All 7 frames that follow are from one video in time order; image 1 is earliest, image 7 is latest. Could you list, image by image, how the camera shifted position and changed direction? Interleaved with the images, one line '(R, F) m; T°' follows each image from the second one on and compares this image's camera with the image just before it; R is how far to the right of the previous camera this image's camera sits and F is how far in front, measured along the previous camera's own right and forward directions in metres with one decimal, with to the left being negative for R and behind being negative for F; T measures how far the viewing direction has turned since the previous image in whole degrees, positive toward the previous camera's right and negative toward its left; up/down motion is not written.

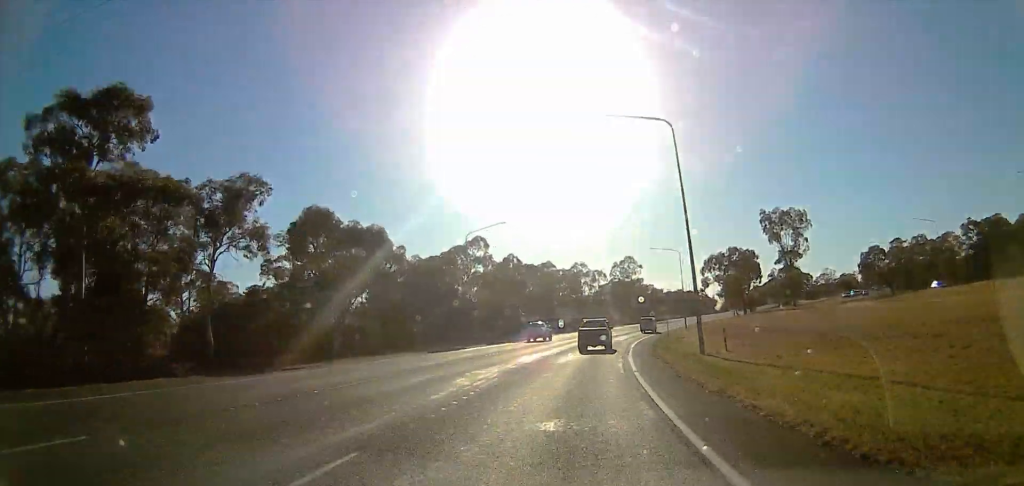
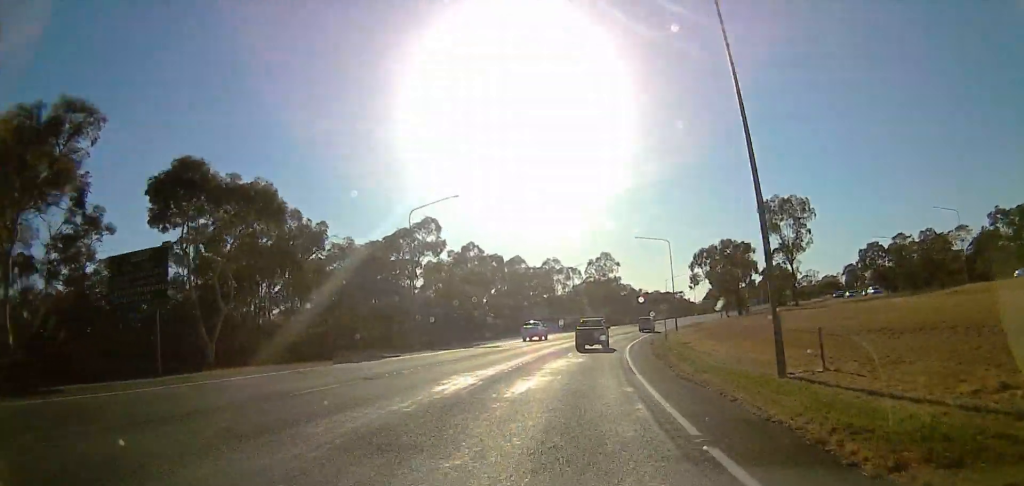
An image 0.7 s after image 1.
(+1.3, +16.7) m; +4°
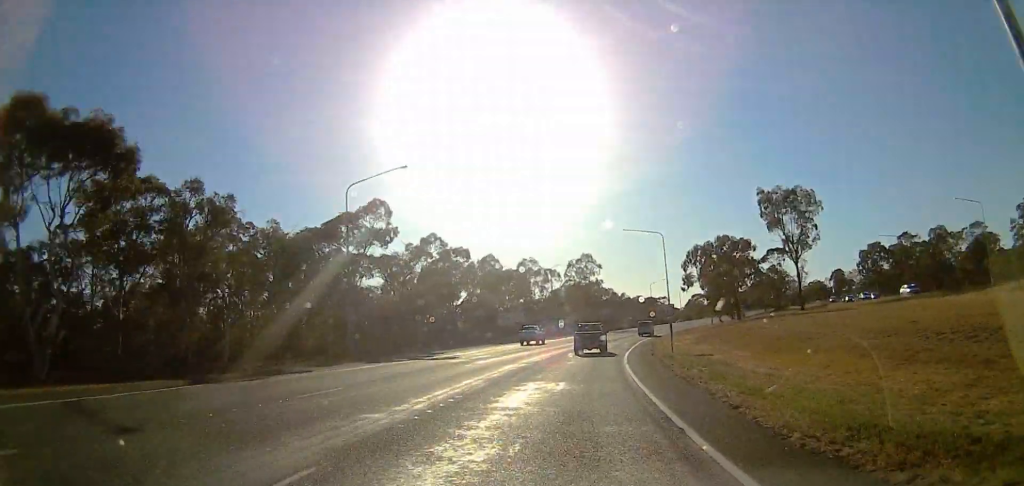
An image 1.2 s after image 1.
(0.0, +12.7) m; +1°
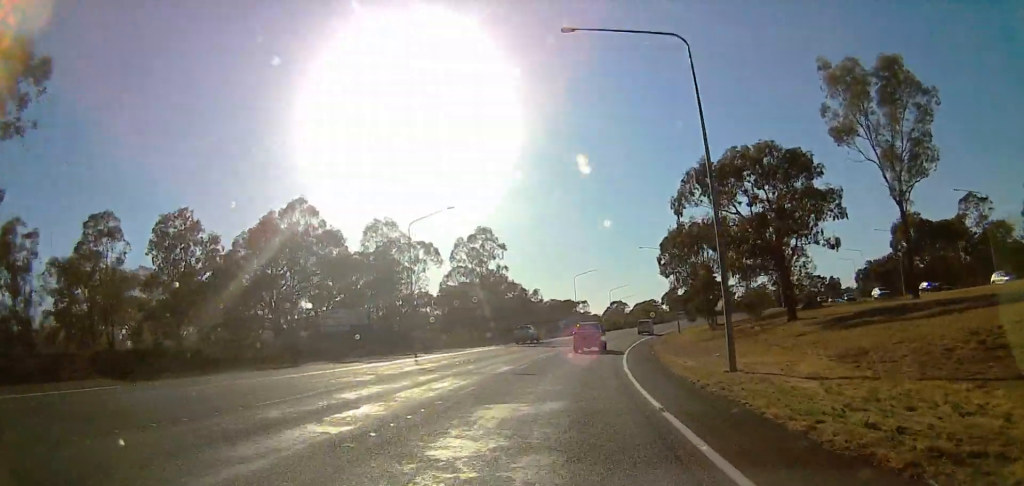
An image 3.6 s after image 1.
(+3.3, +49.7) m; +7°
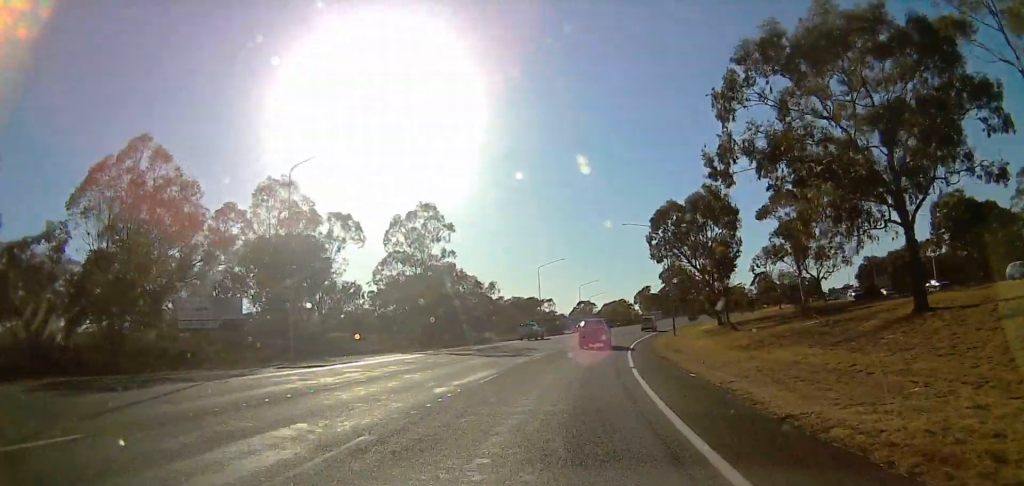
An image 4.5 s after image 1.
(+0.1, +20.7) m; +3°
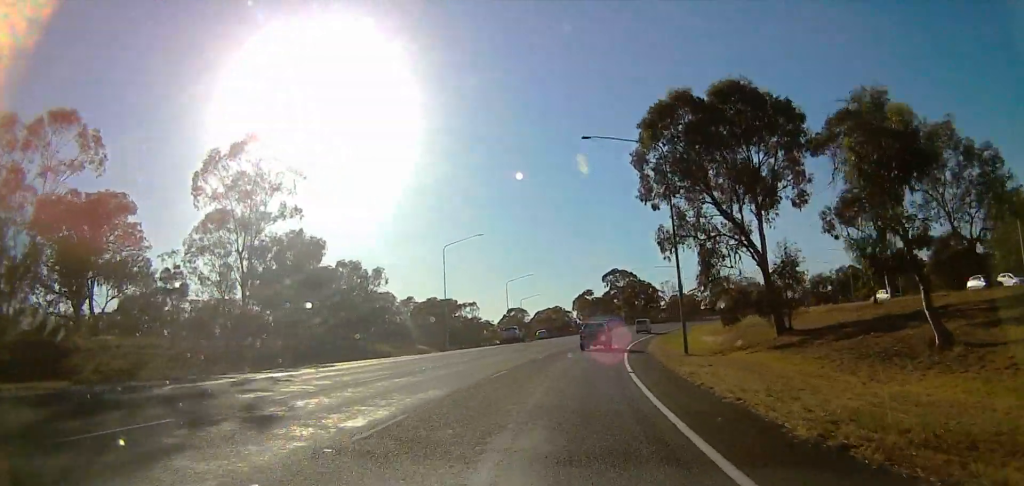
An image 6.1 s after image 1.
(+2.8, +31.1) m; +10°
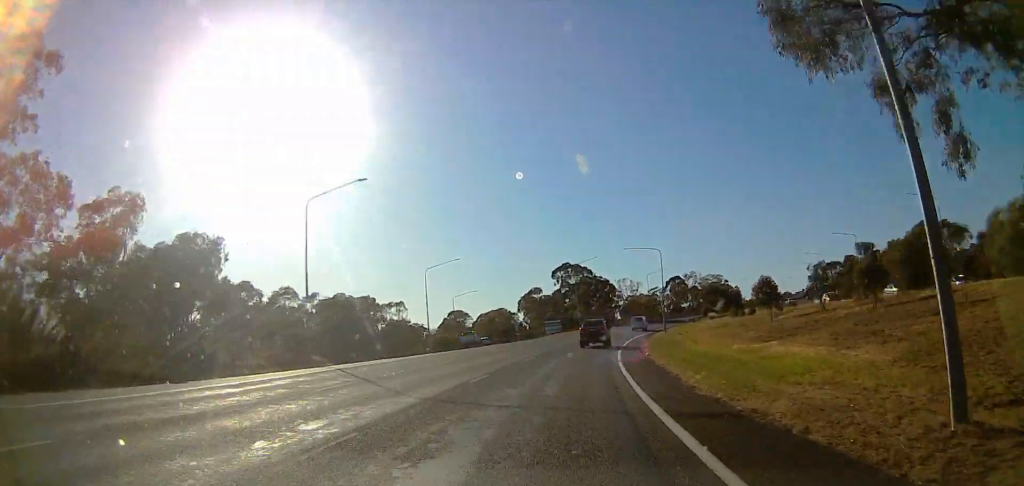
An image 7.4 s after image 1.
(+1.7, +25.6) m; +5°
